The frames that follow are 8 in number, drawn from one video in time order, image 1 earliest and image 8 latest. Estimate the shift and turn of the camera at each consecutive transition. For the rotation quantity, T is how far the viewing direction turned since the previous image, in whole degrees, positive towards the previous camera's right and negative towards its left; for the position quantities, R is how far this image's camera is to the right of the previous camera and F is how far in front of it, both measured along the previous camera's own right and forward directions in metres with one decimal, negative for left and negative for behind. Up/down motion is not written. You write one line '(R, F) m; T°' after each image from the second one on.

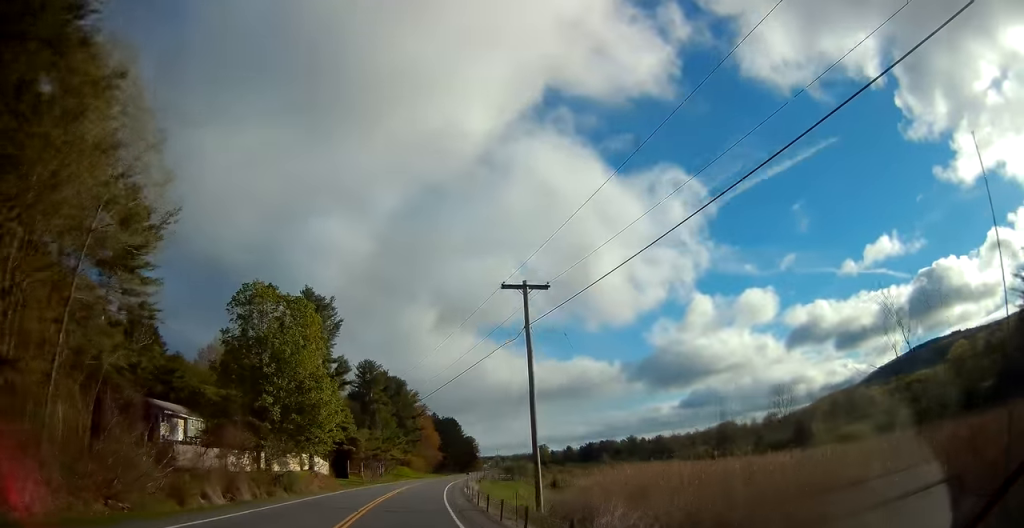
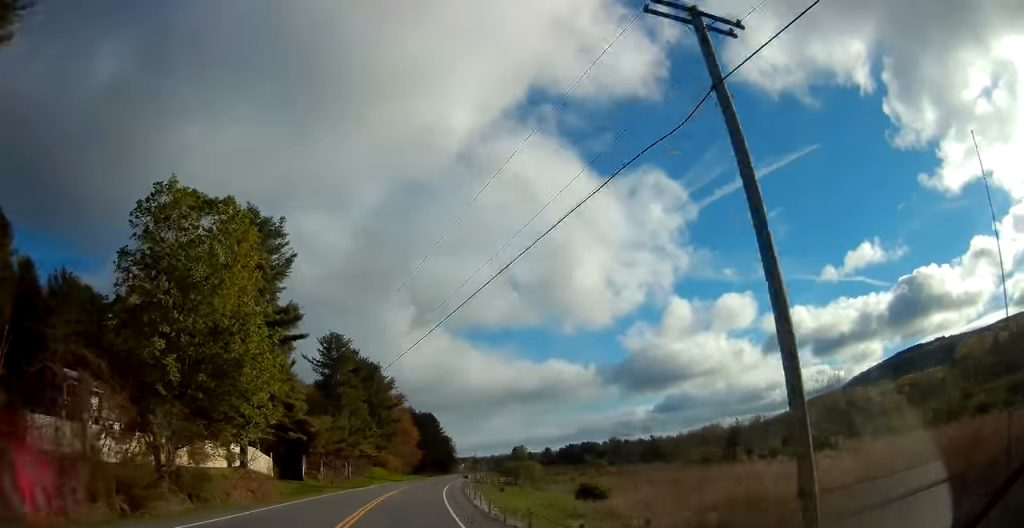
(+0.8, +19.9) m; +3°
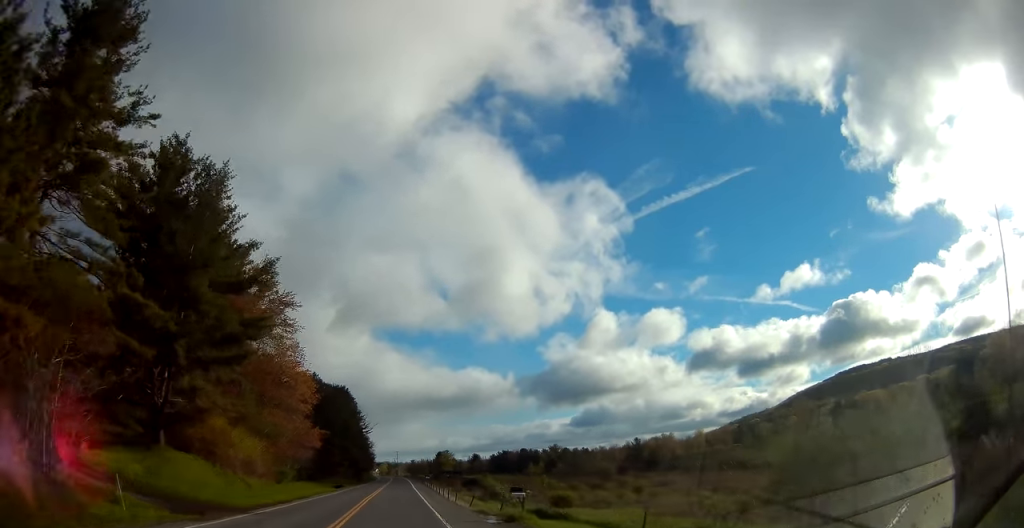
(+4.5, +62.8) m; +8°
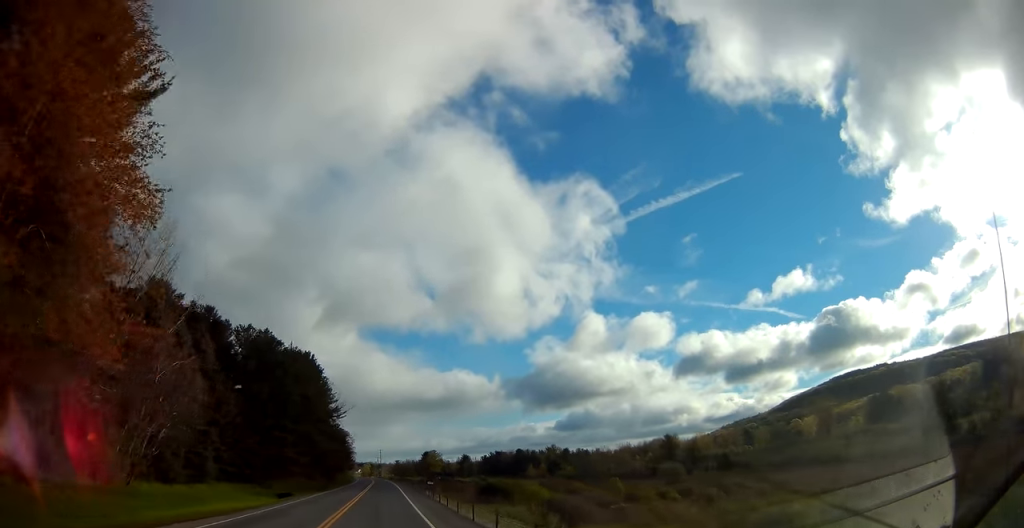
(+1.2, +33.5) m; +3°
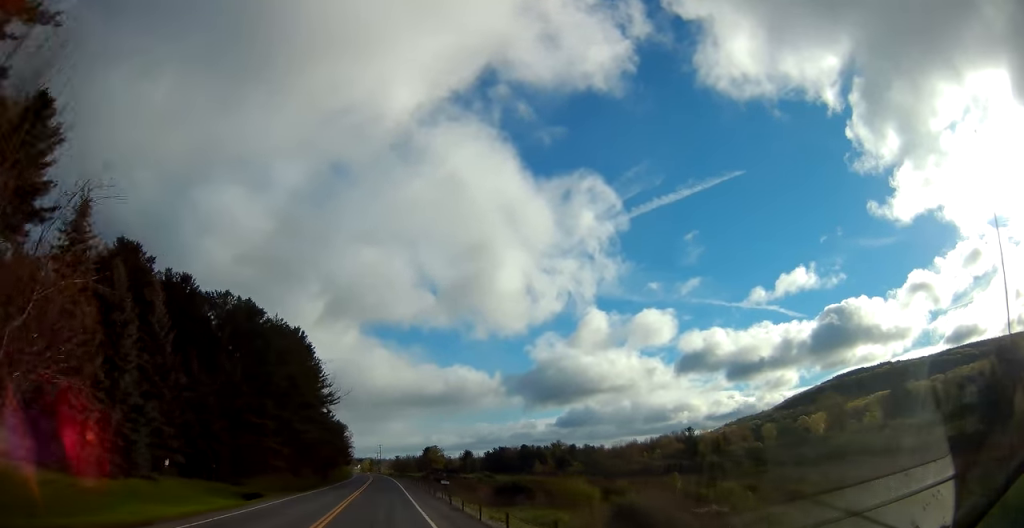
(+0.1, +11.8) m; +1°
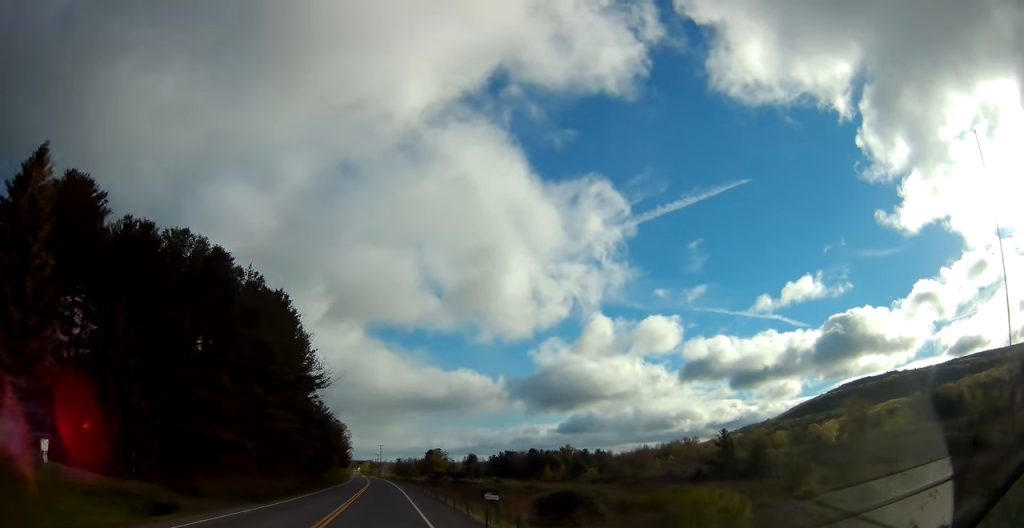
(0.0, +16.0) m; +1°
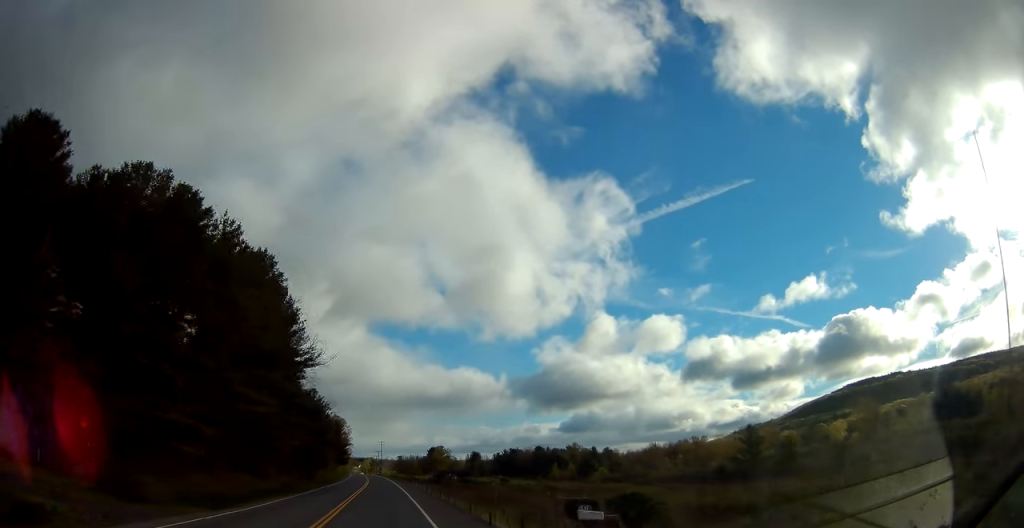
(0.0, +10.1) m; 0°
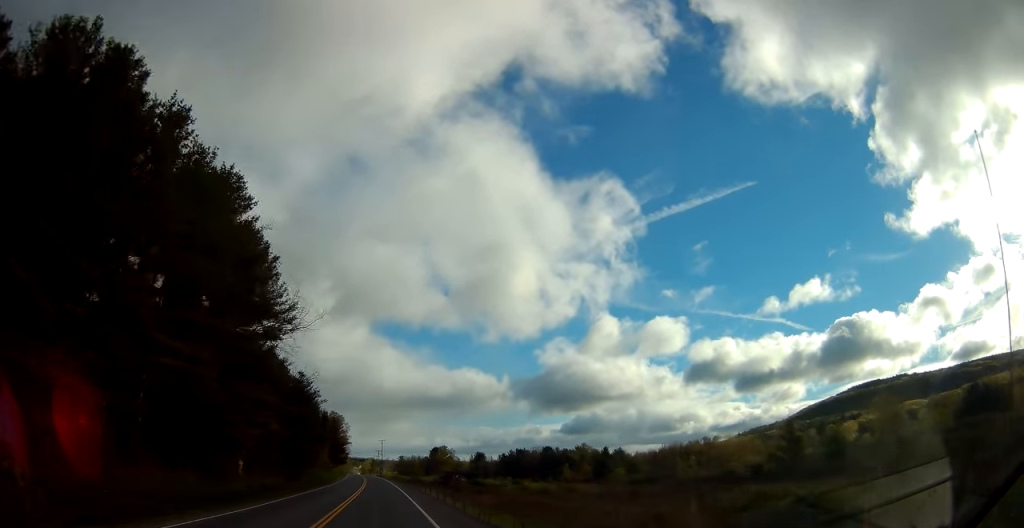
(+0.2, +14.3) m; 0°
